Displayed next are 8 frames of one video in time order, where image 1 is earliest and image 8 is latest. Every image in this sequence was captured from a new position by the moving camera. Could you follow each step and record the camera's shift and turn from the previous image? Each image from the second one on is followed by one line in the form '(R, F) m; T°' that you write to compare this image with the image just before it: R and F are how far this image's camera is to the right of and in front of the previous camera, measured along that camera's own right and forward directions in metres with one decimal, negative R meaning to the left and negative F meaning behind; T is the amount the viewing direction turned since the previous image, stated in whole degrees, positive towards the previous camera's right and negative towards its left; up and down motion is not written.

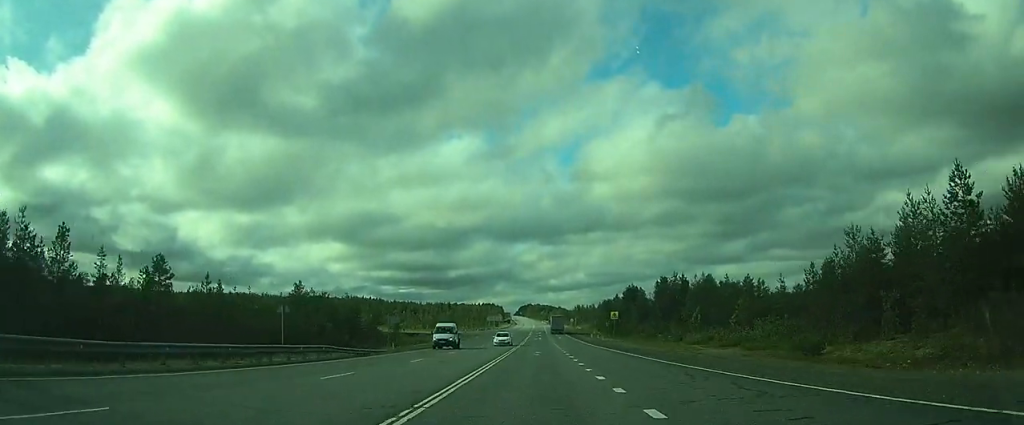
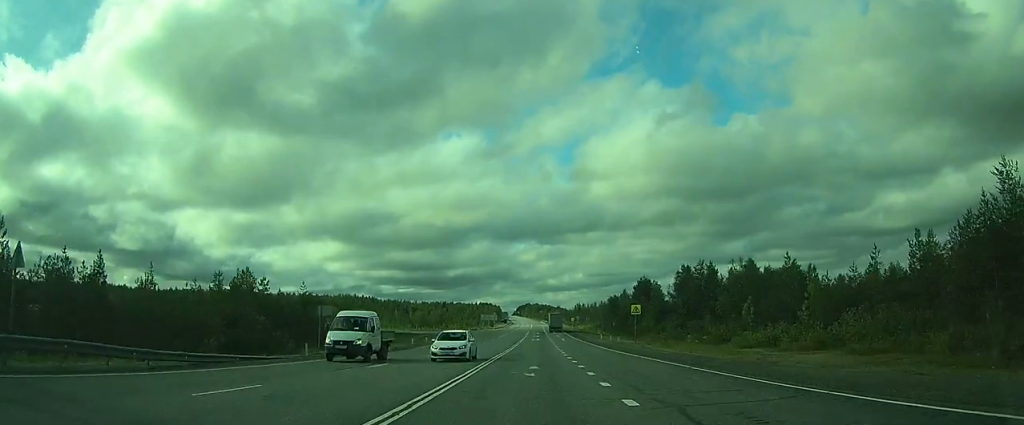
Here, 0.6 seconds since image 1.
(+0.5, +18.6) m; +1°
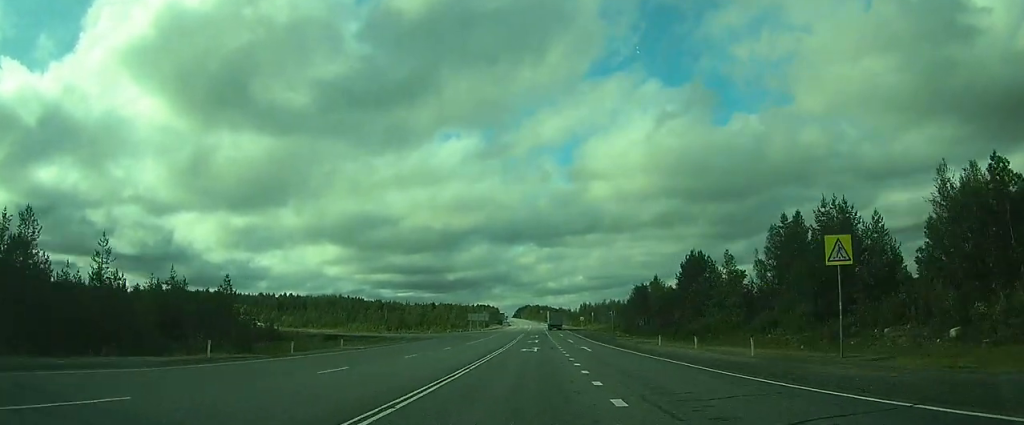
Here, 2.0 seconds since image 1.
(+0.3, +41.0) m; 0°
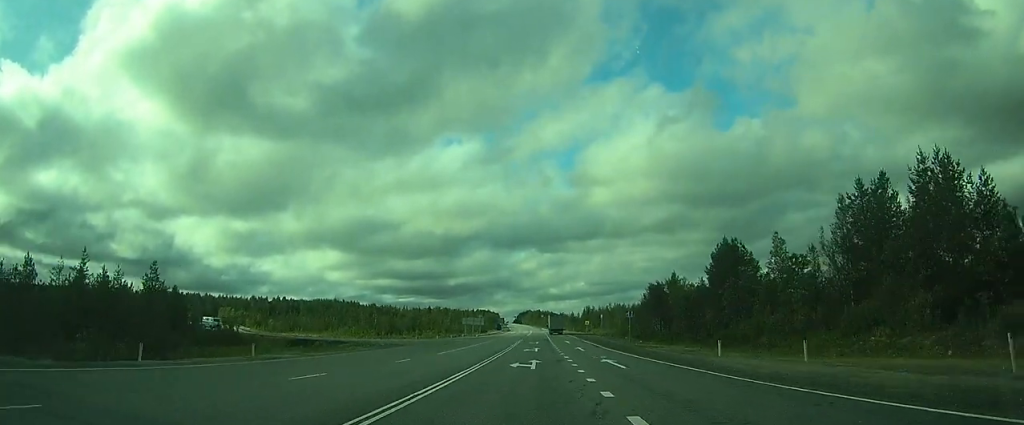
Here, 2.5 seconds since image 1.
(0.0, +14.3) m; 0°
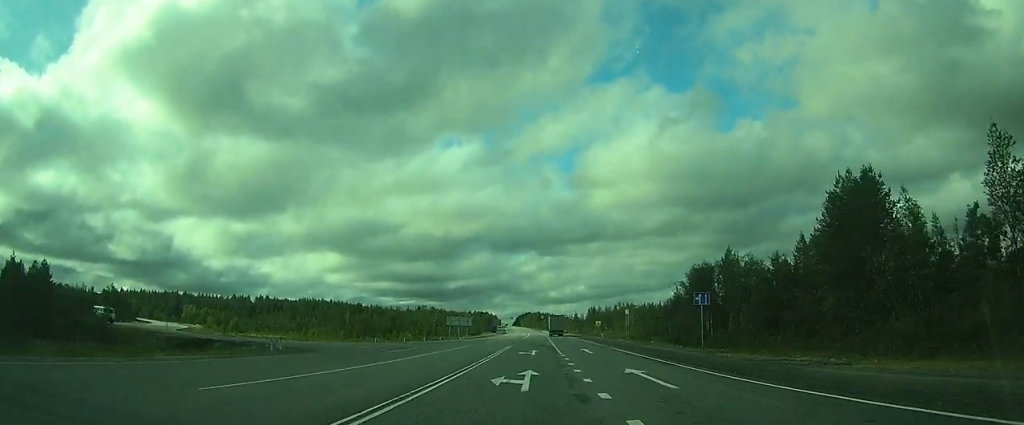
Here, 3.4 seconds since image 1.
(0.0, +28.8) m; -1°
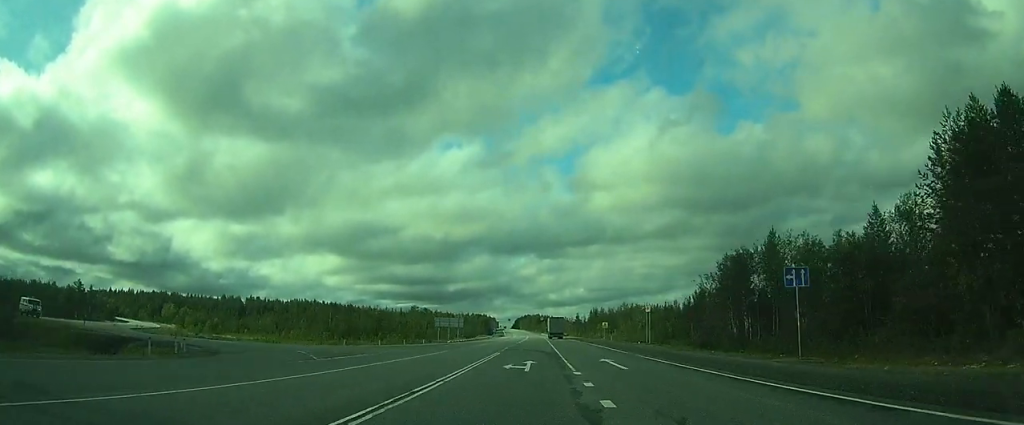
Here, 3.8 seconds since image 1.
(+0.1, +13.5) m; 0°
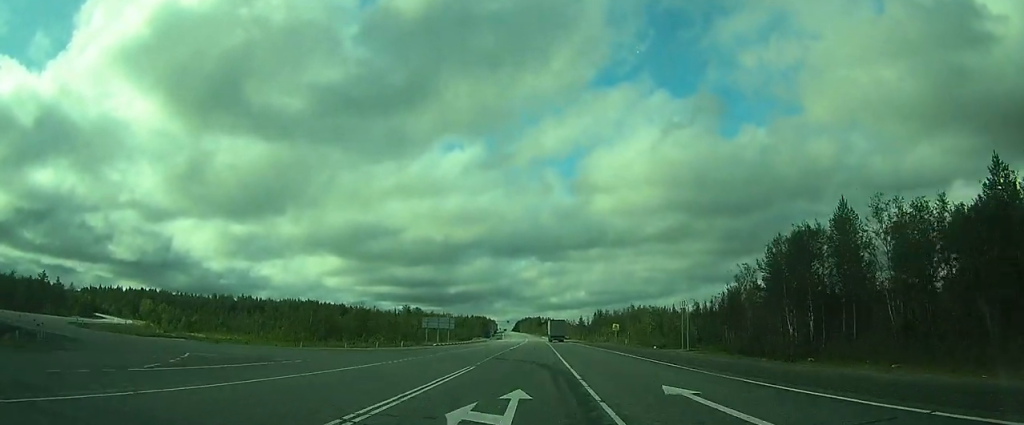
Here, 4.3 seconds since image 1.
(-0.2, +13.6) m; 0°
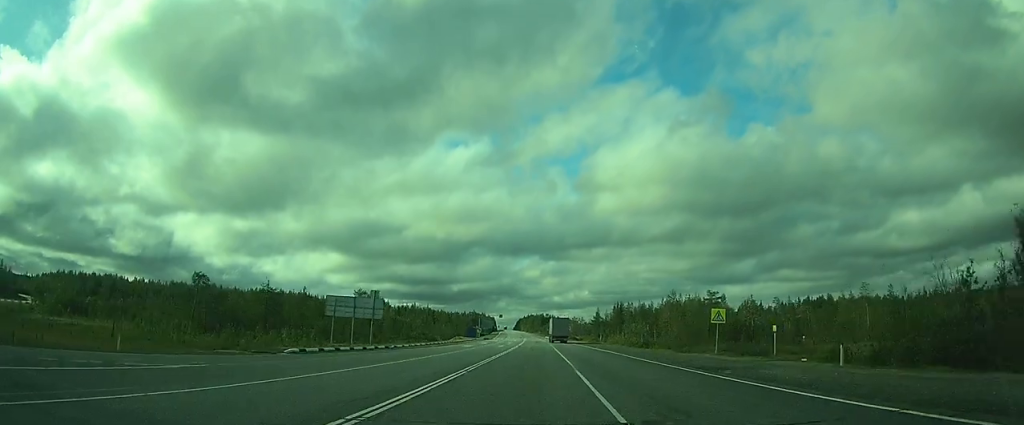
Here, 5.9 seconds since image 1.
(-0.5, +50.9) m; -1°
